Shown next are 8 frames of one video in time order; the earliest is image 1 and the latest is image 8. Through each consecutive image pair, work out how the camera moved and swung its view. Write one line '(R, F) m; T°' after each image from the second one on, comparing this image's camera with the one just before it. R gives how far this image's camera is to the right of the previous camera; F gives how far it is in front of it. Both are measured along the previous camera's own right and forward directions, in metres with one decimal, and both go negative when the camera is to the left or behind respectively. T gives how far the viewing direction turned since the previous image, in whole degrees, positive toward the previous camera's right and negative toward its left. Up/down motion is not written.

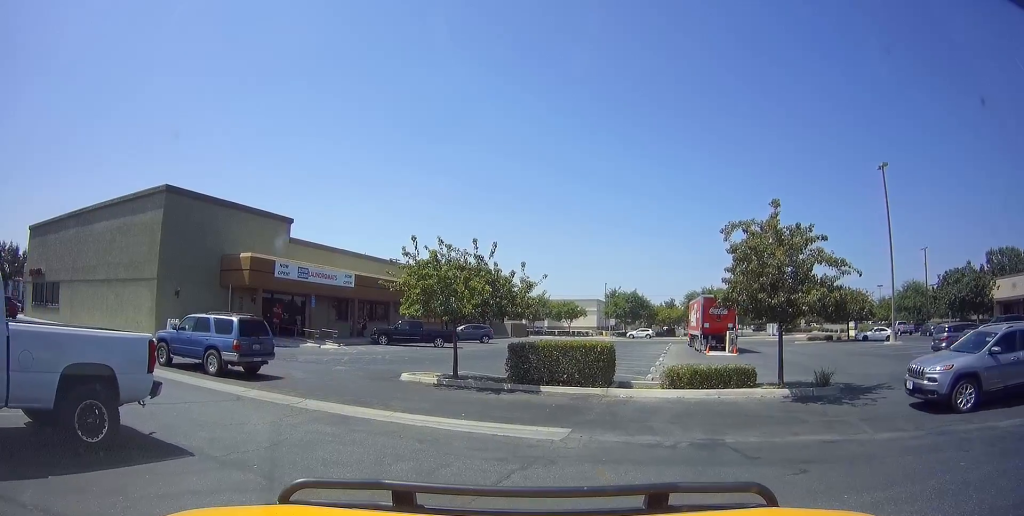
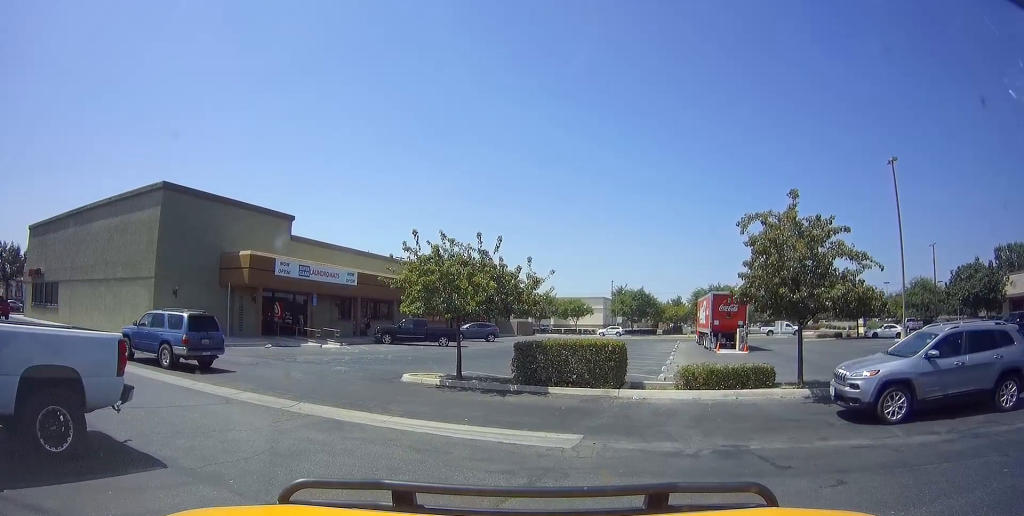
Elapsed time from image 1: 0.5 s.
(+0.1, +1.0) m; -2°
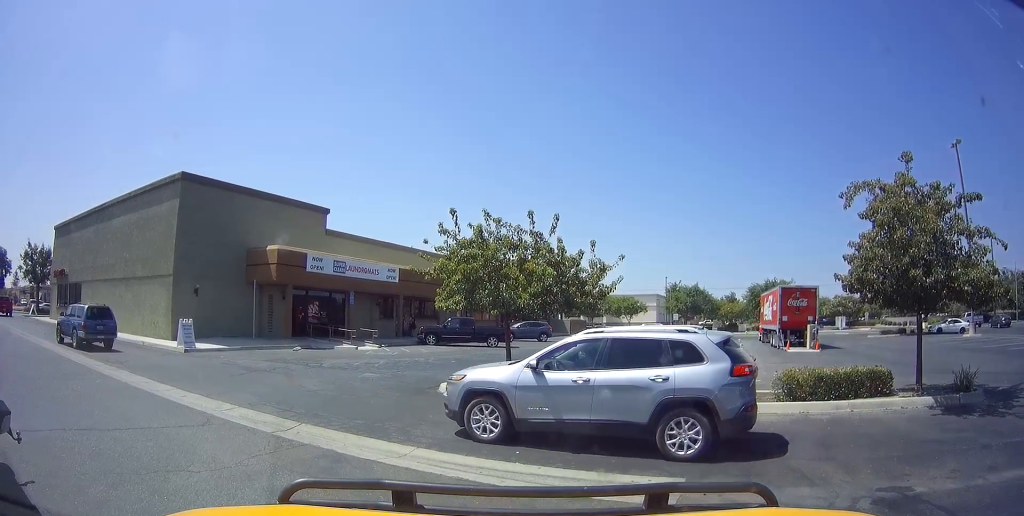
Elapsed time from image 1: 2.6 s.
(-0.7, +2.5) m; -1°
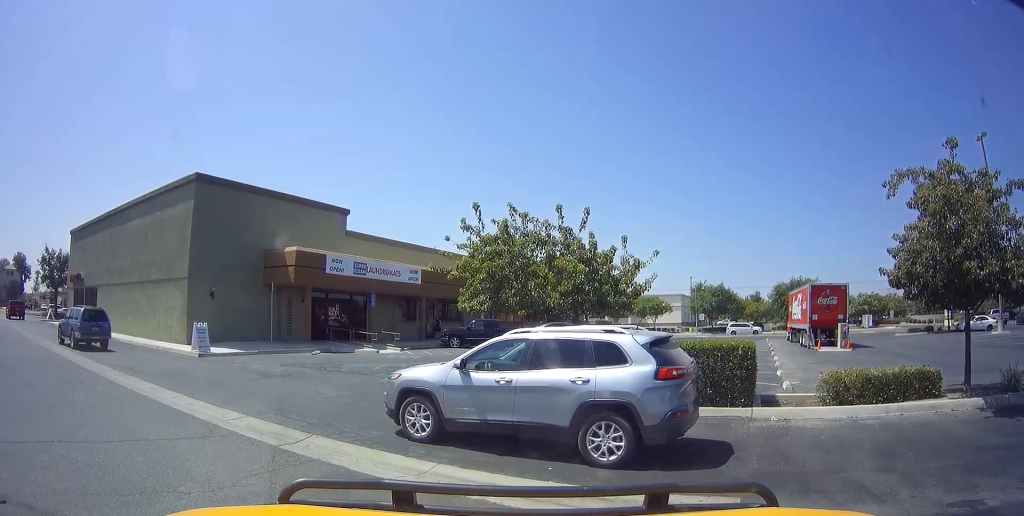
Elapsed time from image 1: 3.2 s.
(-0.1, +0.7) m; -9°
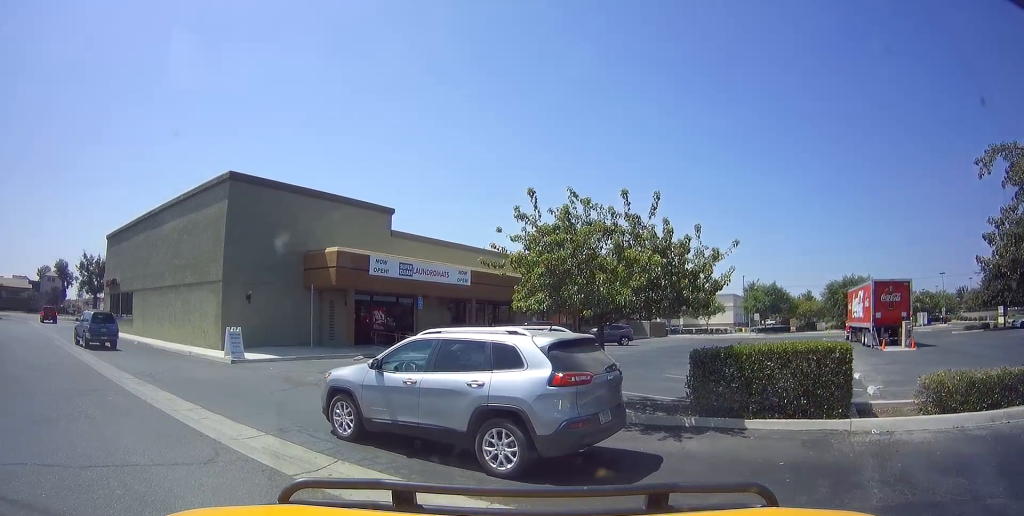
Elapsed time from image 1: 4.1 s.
(-0.2, +1.4) m; -8°
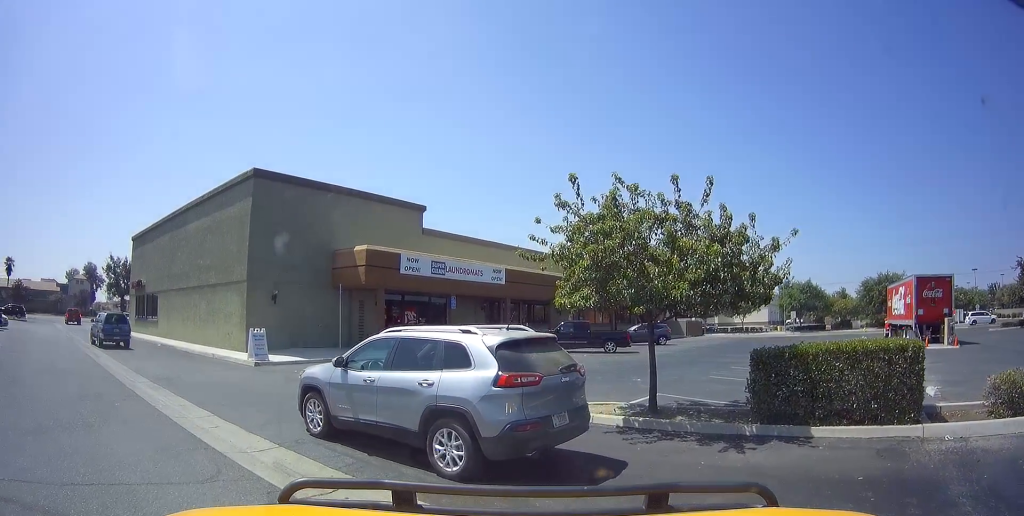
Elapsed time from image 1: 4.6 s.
(0.0, +0.8) m; -2°
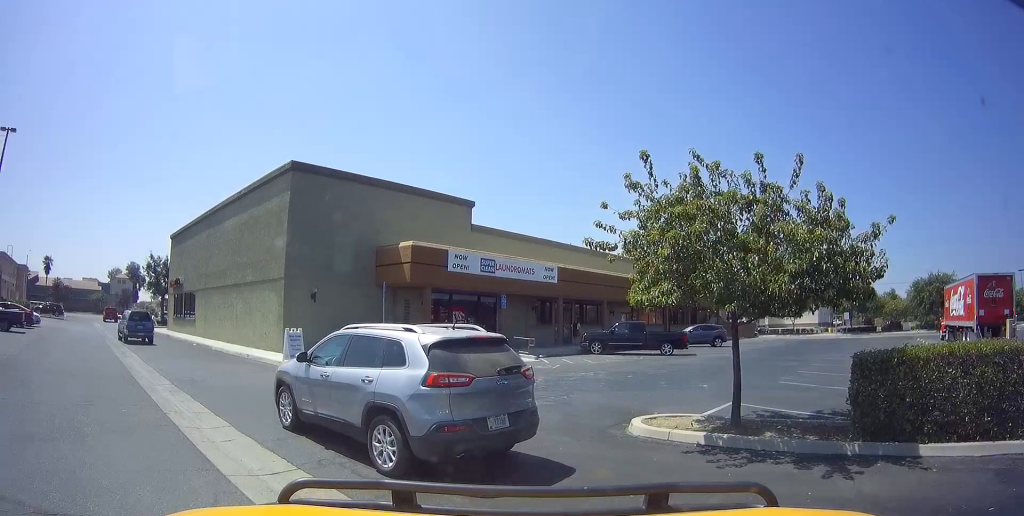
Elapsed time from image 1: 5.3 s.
(0.0, +1.4) m; -3°
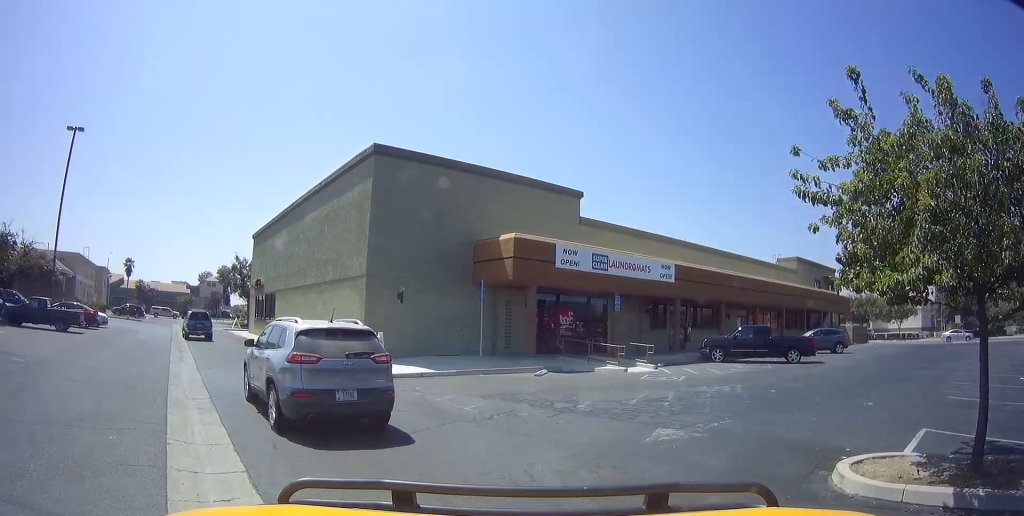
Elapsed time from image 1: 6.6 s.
(-0.2, +3.0) m; -22°
